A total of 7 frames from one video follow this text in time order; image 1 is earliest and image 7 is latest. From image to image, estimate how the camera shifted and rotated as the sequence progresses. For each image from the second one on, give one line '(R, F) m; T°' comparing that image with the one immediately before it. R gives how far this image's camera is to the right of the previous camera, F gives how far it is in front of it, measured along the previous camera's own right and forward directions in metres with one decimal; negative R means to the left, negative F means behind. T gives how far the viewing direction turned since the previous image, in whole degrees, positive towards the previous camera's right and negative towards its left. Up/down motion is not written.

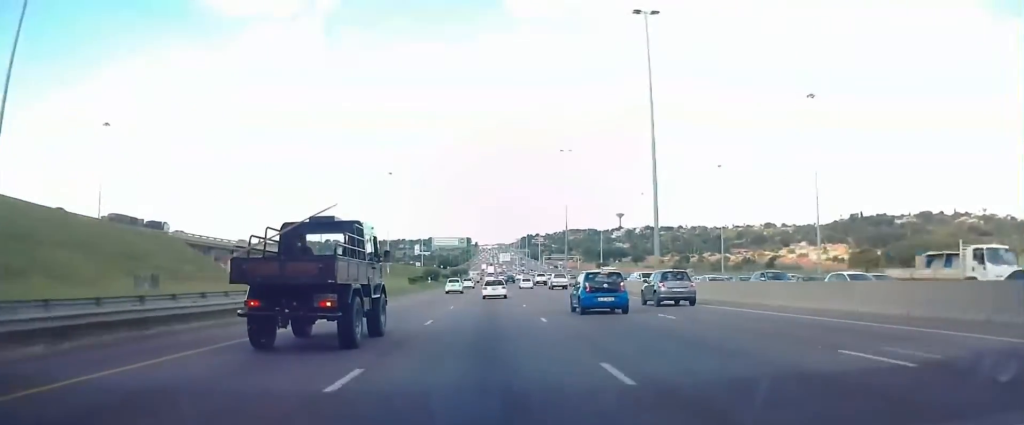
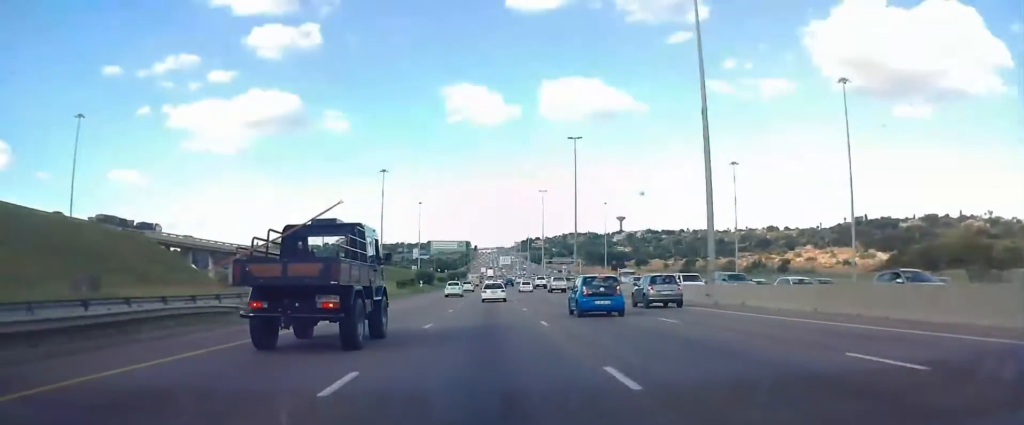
(+0.1, +12.1) m; +1°
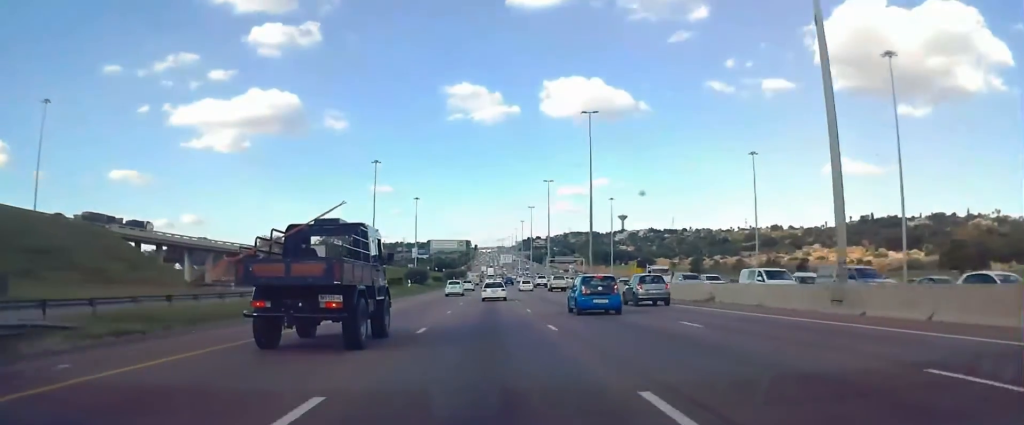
(0.0, +14.3) m; -1°
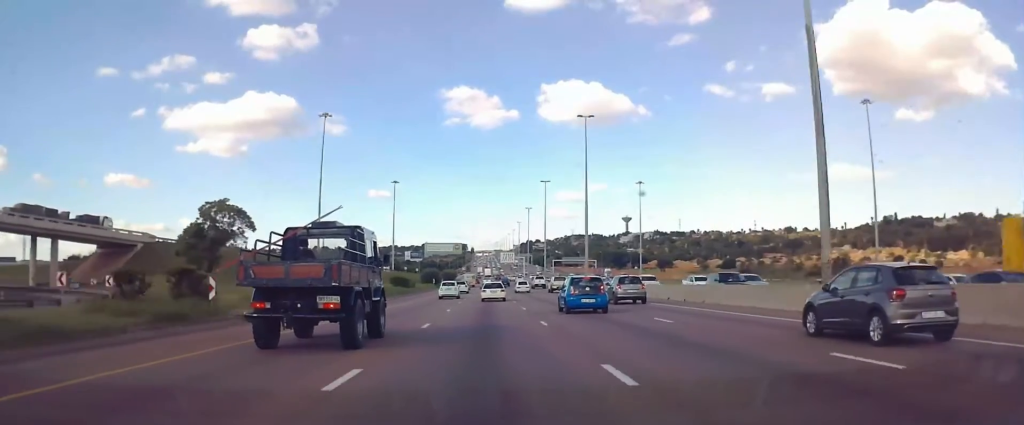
(+0.3, +57.9) m; 0°
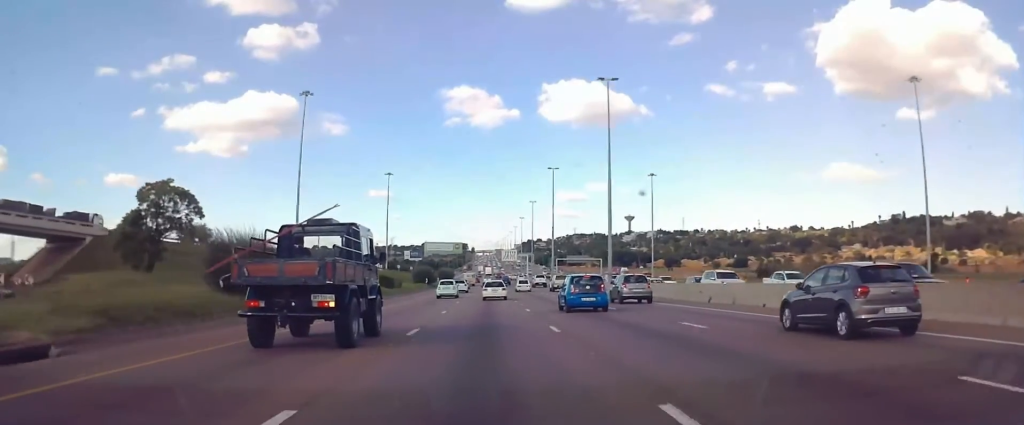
(-0.2, +15.5) m; 0°
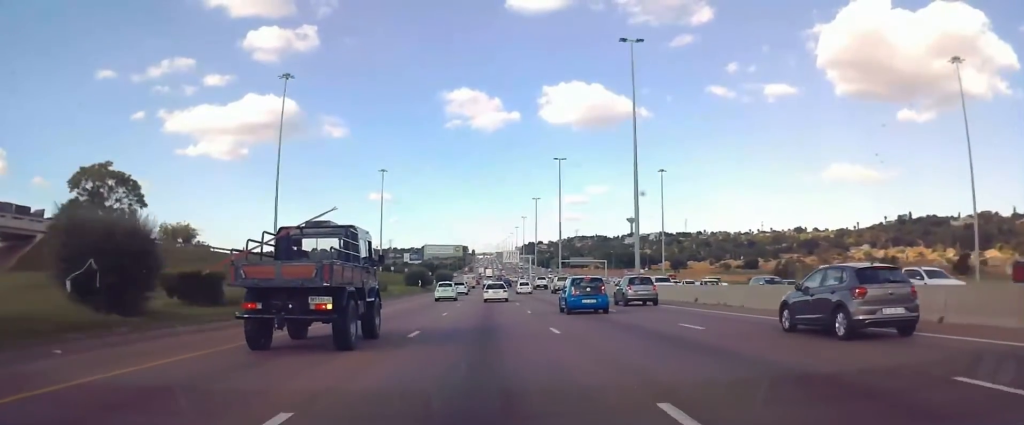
(+0.2, +12.1) m; +1°
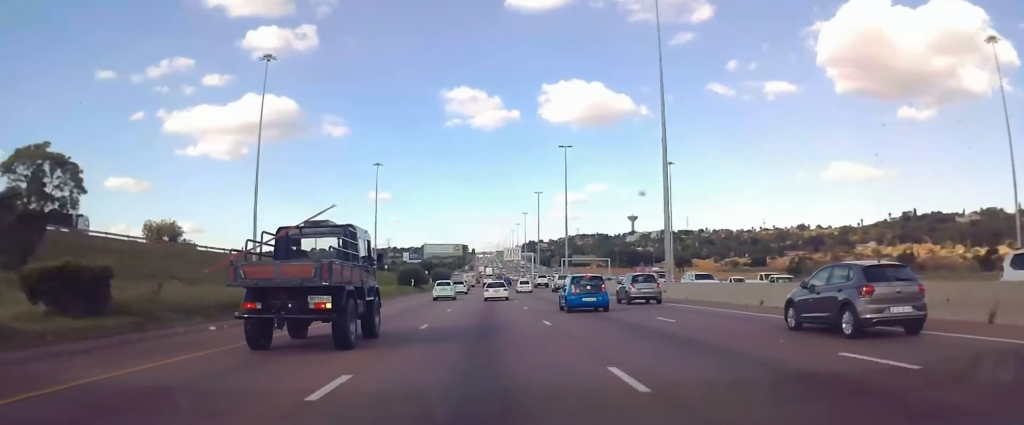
(0.0, +9.4) m; 0°
